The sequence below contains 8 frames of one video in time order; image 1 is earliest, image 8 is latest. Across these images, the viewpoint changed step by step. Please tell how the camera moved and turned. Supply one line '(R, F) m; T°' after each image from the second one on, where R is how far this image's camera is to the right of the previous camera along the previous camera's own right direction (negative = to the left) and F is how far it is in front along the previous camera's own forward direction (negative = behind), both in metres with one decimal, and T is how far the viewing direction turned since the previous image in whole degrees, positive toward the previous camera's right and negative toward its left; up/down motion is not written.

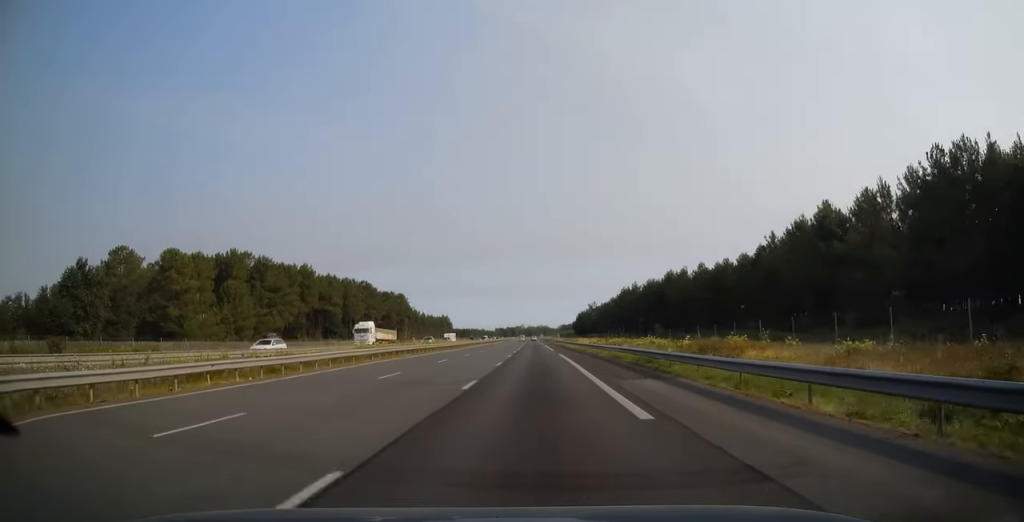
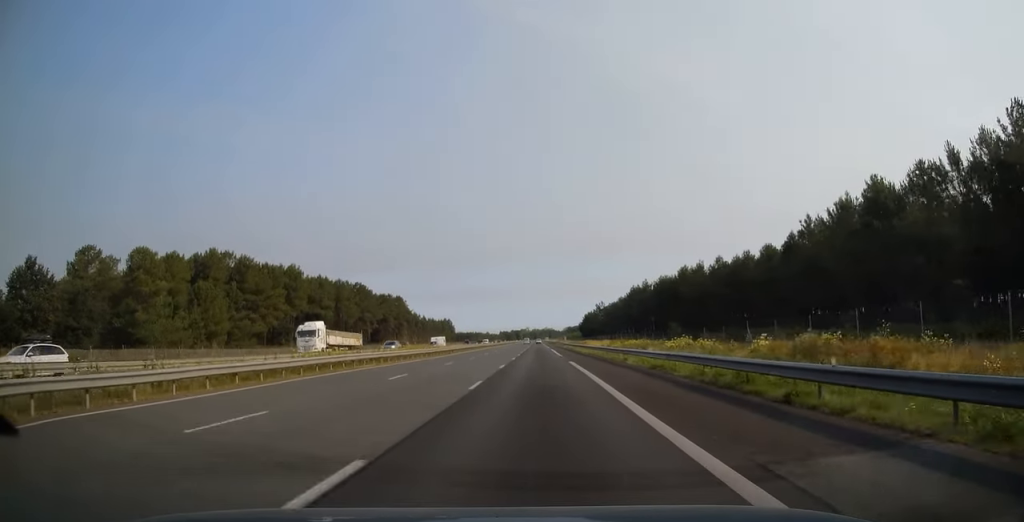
(0.0, +12.4) m; 0°
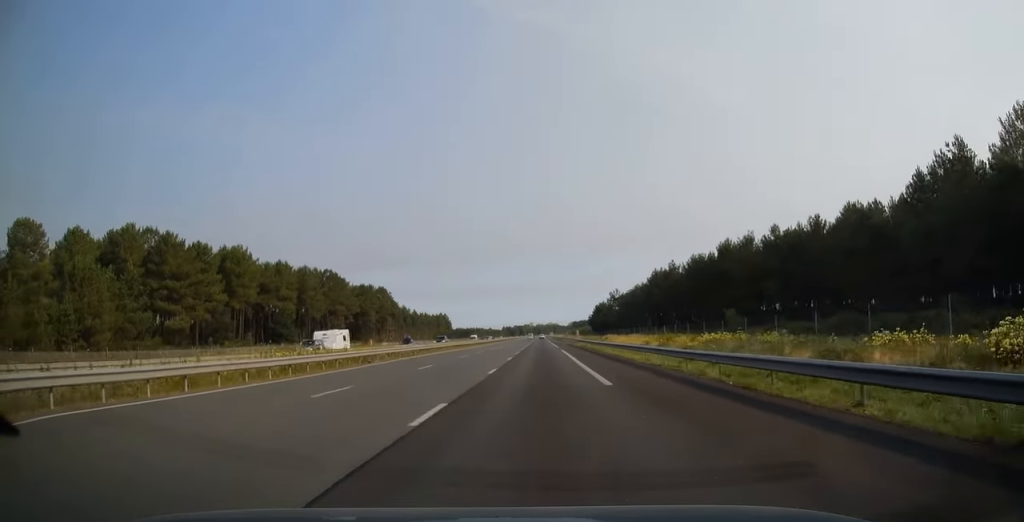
(-0.3, +33.7) m; -1°
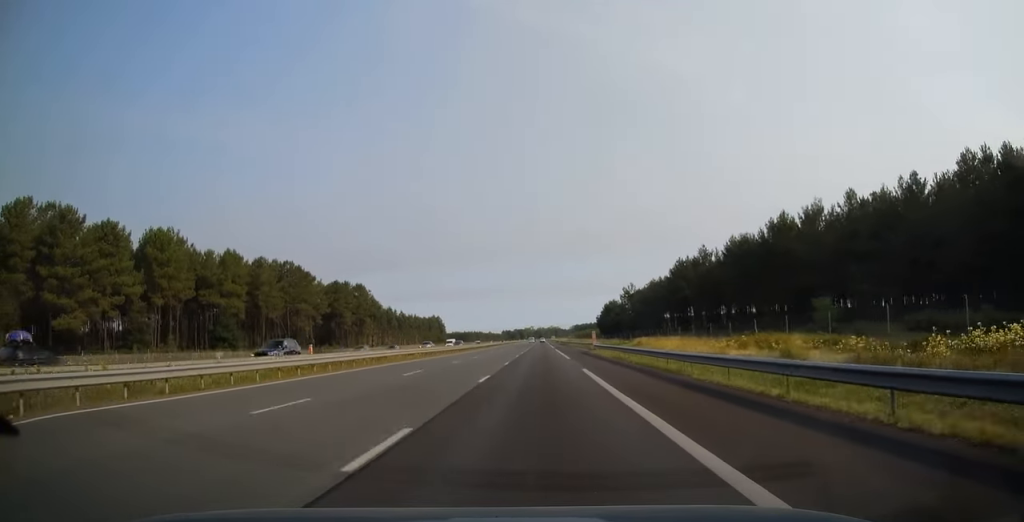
(0.0, +29.2) m; 0°
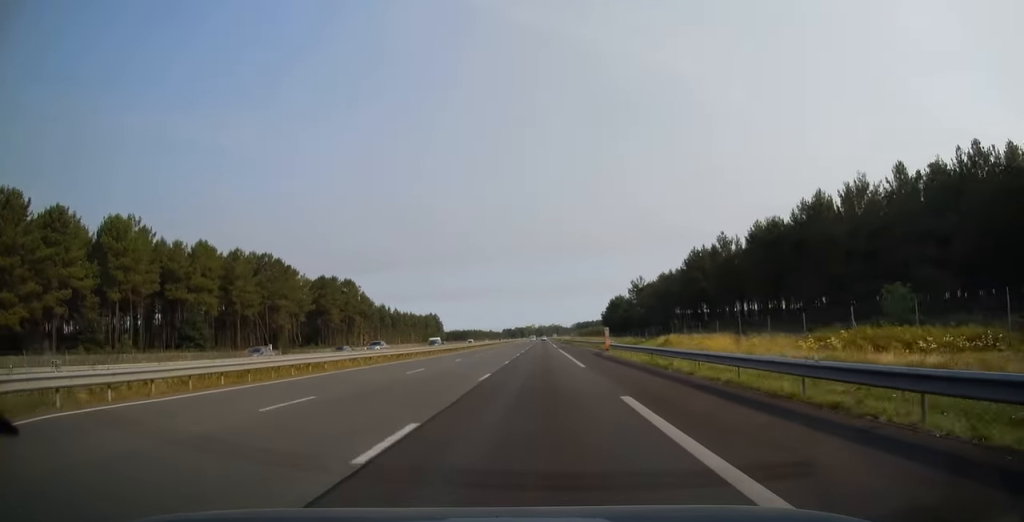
(+0.1, +12.9) m; 0°
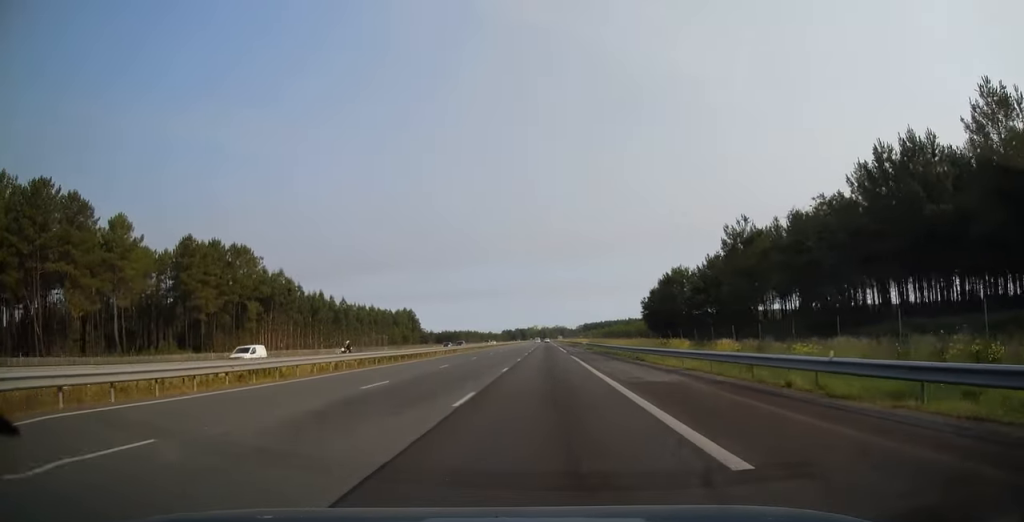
(-0.2, +72.7) m; 0°
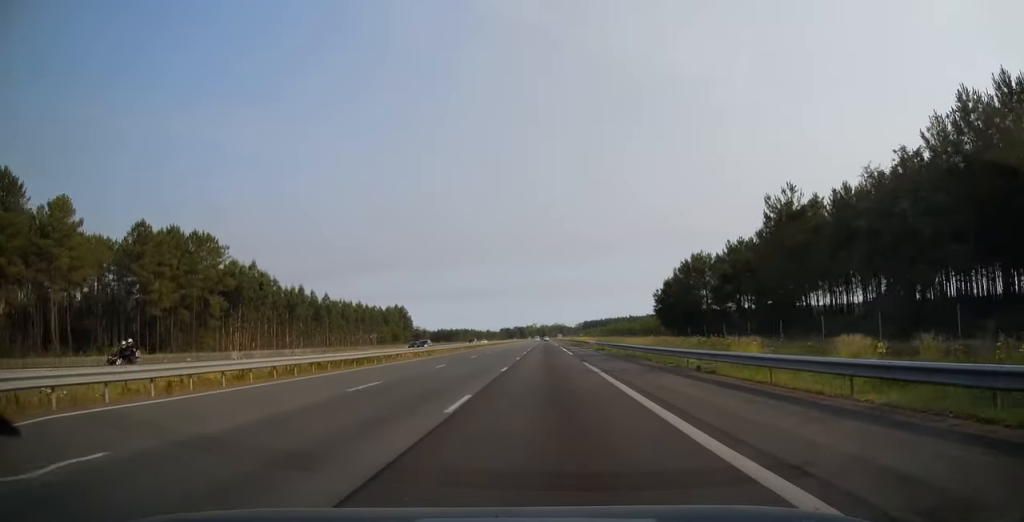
(0.0, +14.3) m; 0°
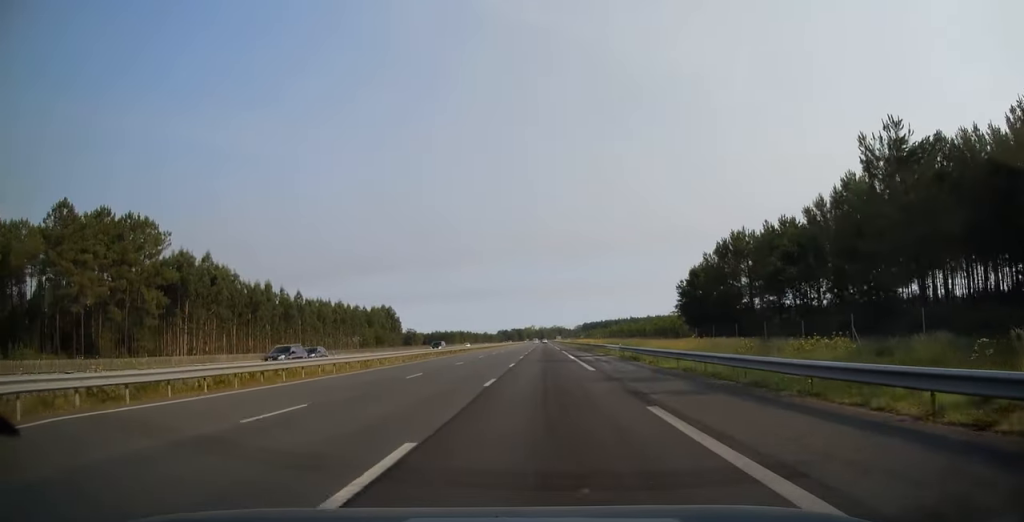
(0.0, +19.3) m; 0°
